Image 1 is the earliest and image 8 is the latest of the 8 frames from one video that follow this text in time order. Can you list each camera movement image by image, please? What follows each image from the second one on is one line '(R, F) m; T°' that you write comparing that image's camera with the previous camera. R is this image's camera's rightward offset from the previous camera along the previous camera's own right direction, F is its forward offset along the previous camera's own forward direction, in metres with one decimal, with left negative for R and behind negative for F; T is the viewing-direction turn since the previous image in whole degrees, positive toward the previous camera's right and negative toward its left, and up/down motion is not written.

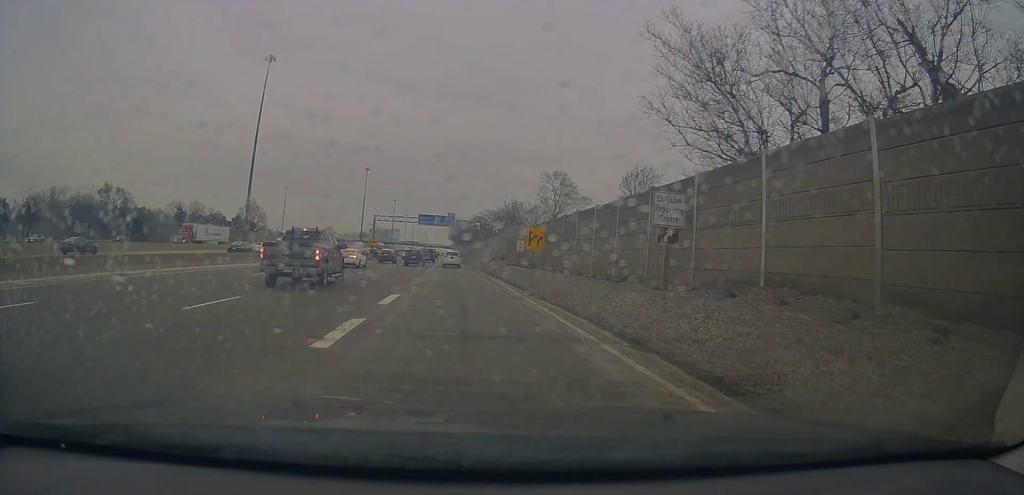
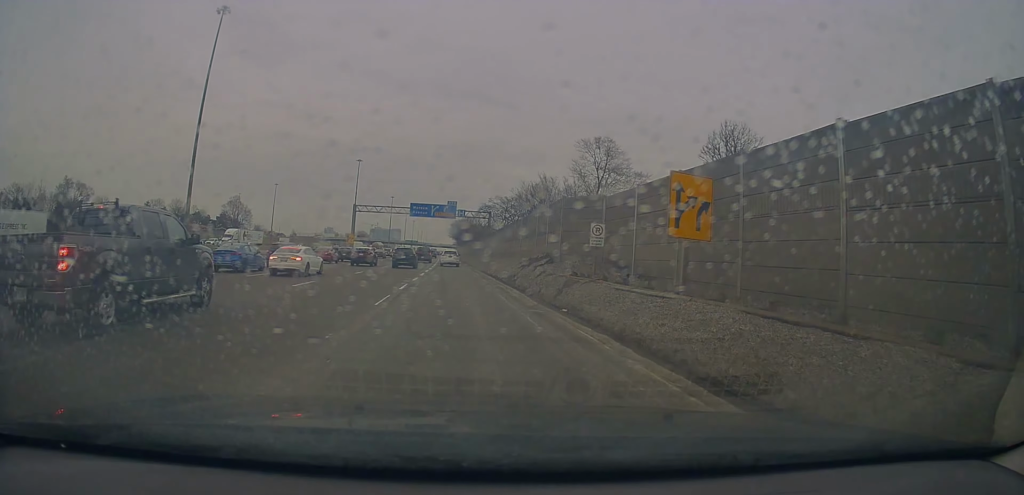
(-0.1, +24.0) m; 0°
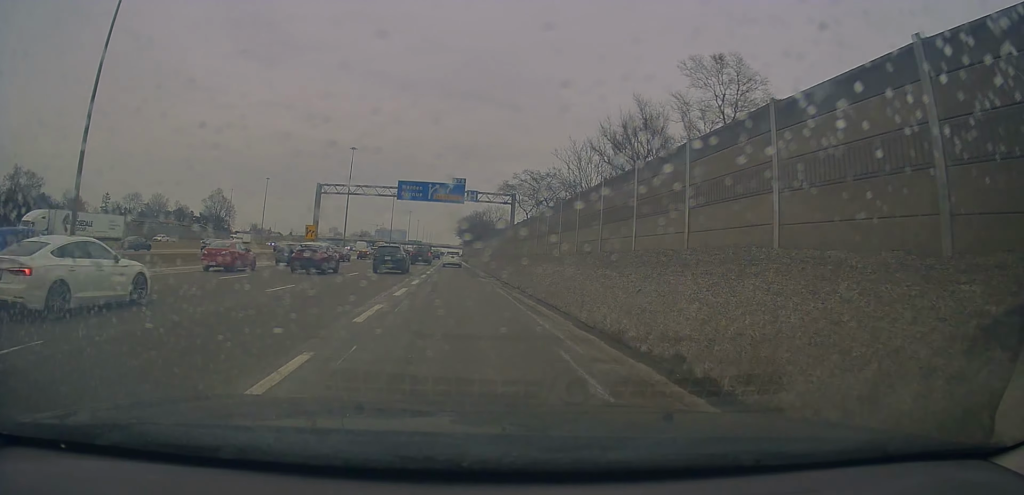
(+0.1, +24.2) m; 0°
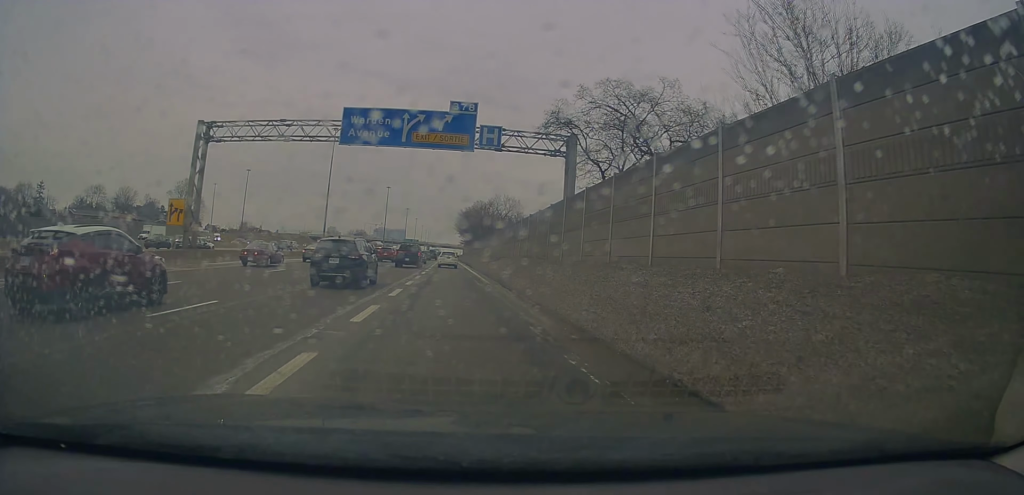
(-0.4, +27.1) m; -1°
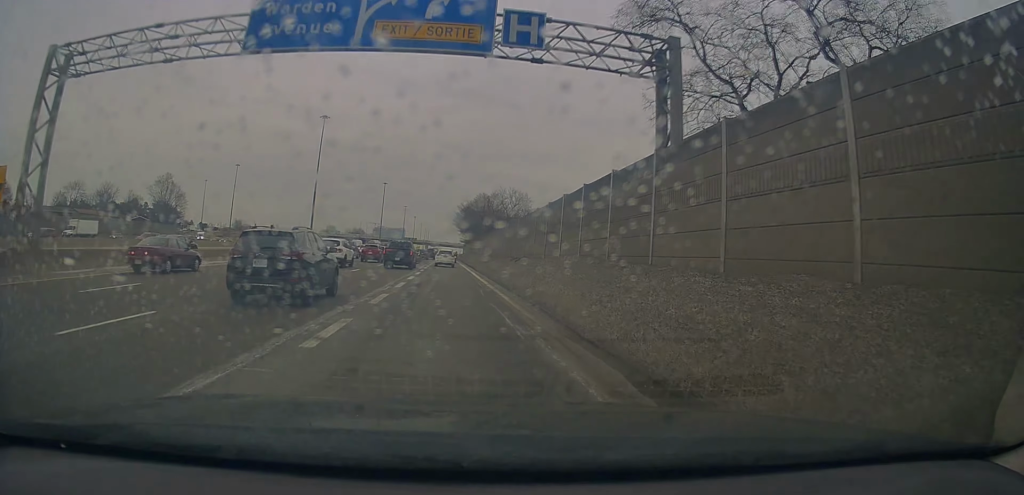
(0.0, +15.1) m; 0°
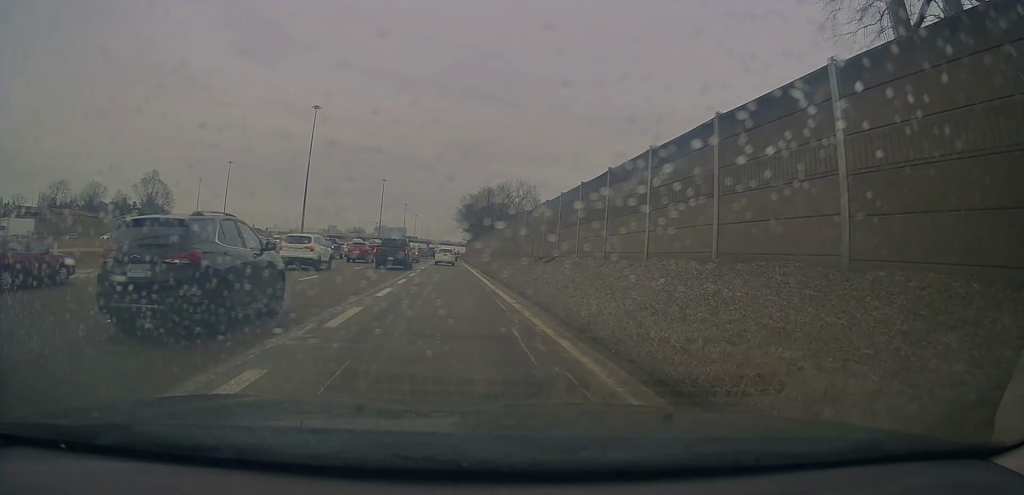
(+0.1, +11.5) m; 0°
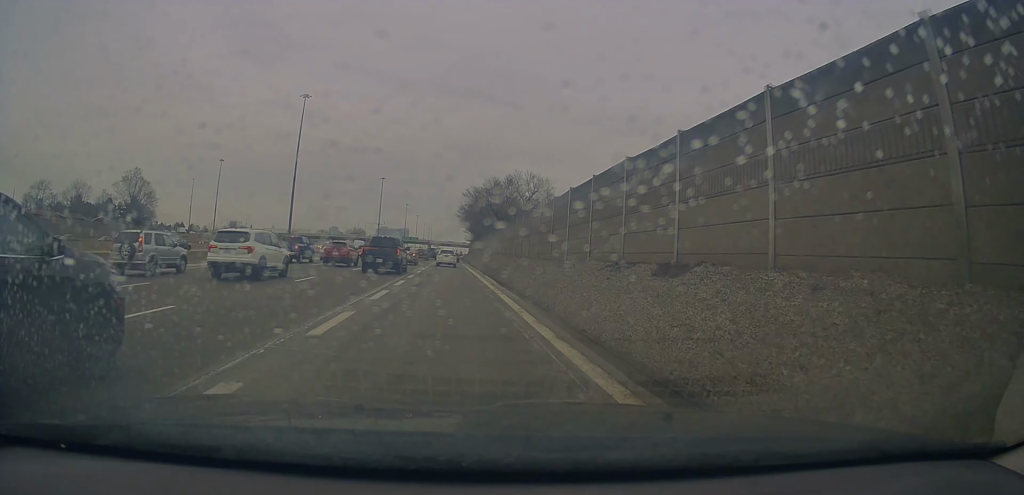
(0.0, +13.0) m; 0°
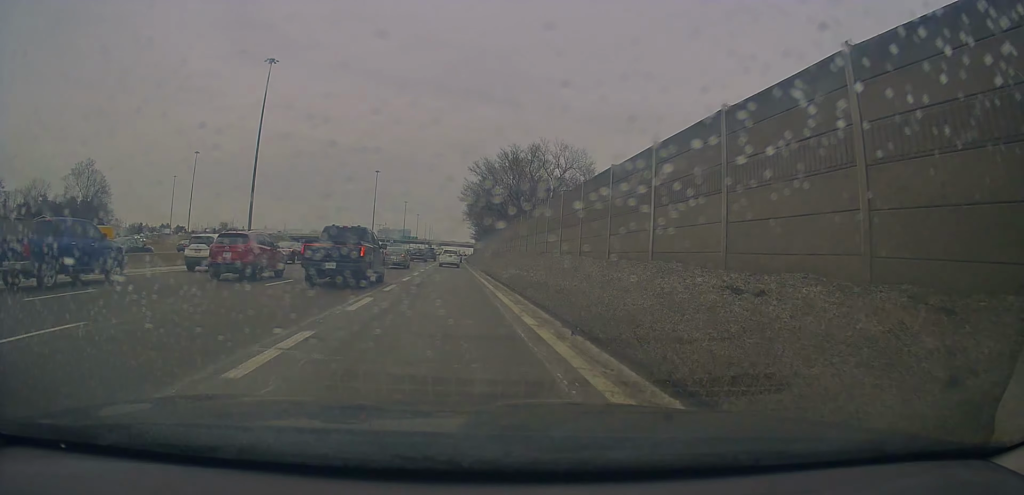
(-0.4, +26.4) m; 0°
